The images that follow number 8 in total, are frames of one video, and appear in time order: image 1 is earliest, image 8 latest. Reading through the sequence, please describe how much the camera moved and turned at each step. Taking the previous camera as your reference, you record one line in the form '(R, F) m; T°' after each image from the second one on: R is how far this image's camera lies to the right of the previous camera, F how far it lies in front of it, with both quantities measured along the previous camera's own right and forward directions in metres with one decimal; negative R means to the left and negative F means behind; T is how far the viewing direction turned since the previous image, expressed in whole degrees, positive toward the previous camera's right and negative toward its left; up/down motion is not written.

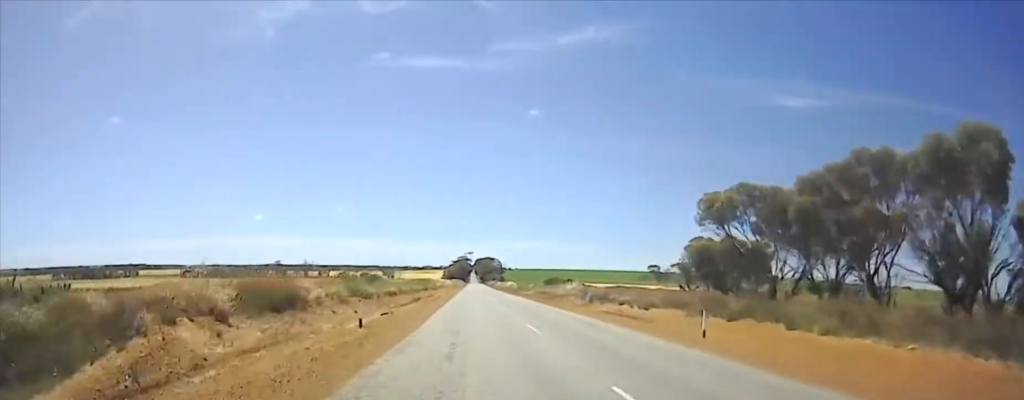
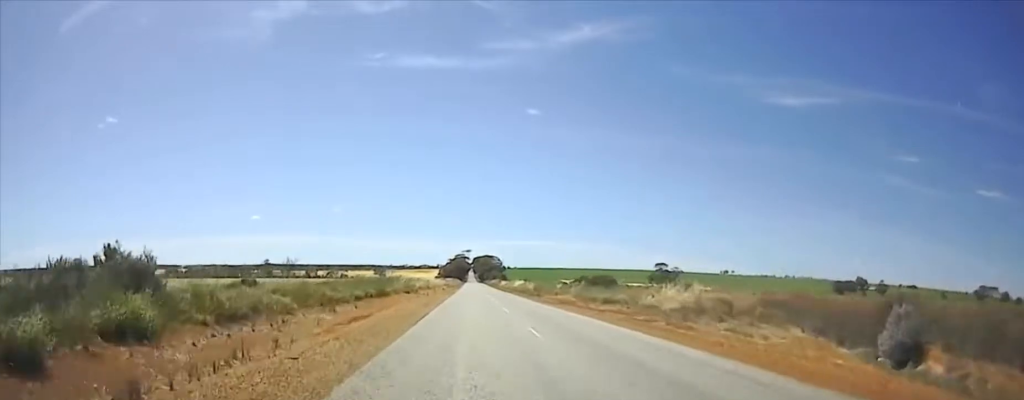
(+1.2, +27.7) m; +3°
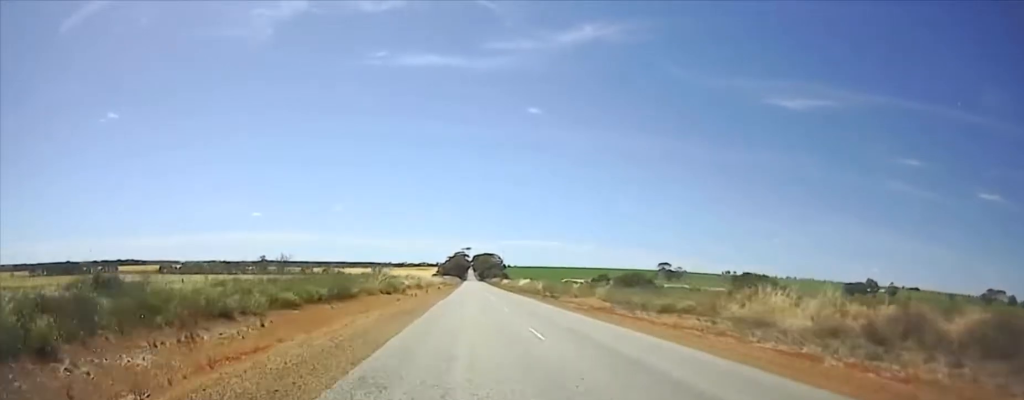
(0.0, +10.9) m; 0°
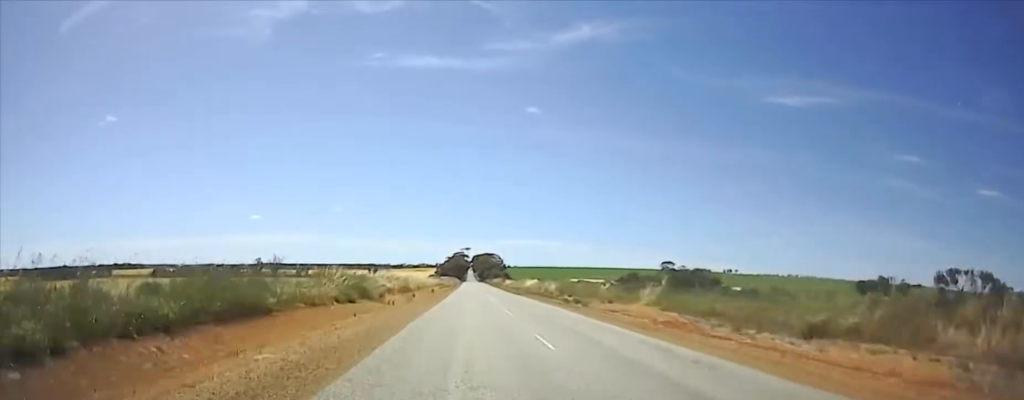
(0.0, +11.6) m; 0°
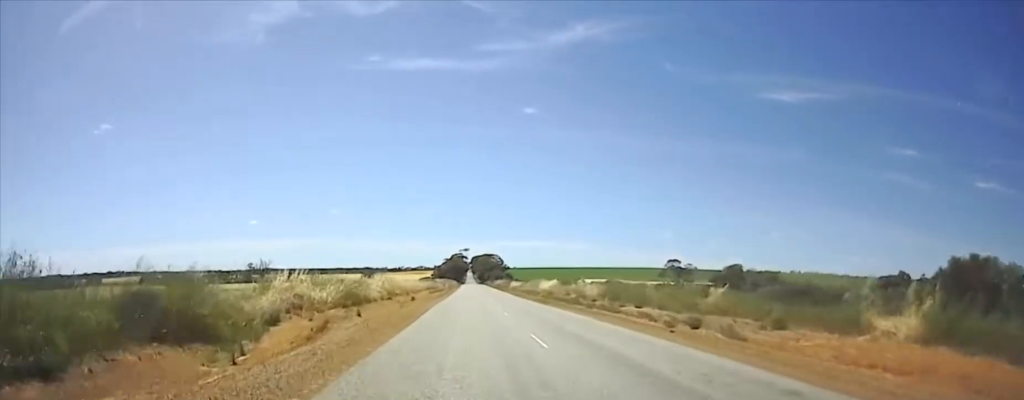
(0.0, +26.7) m; 0°
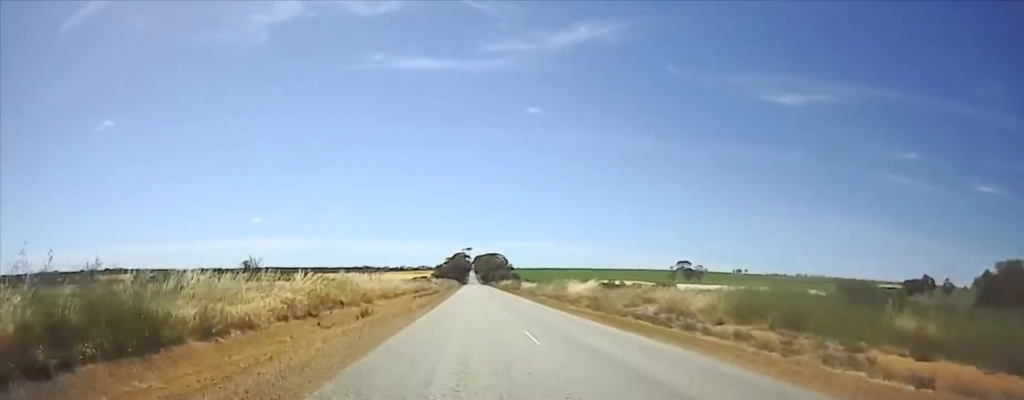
(0.0, +25.2) m; 0°
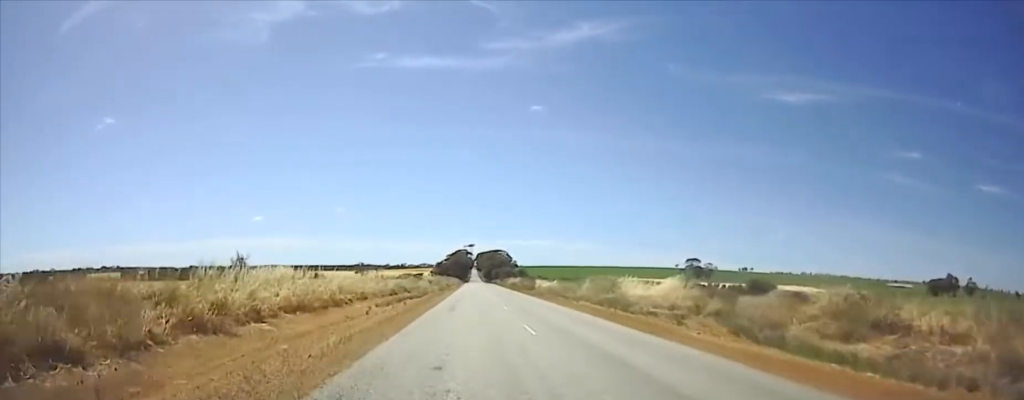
(0.0, +23.4) m; 0°
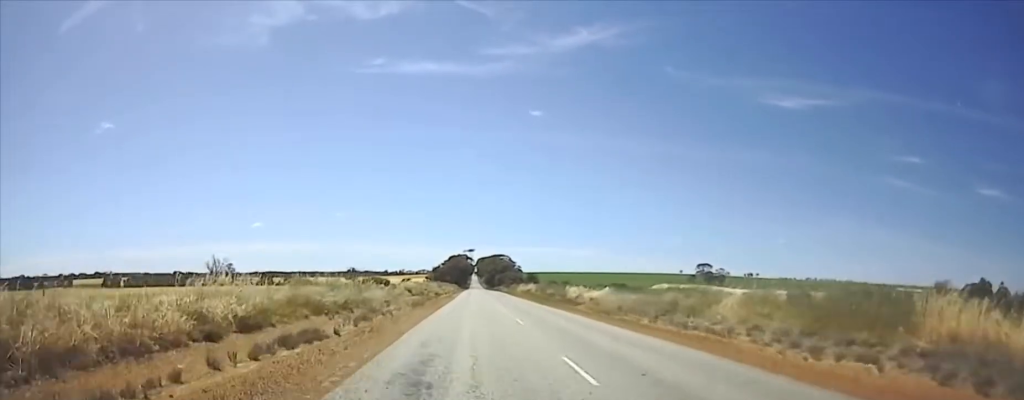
(0.0, +32.4) m; -2°
